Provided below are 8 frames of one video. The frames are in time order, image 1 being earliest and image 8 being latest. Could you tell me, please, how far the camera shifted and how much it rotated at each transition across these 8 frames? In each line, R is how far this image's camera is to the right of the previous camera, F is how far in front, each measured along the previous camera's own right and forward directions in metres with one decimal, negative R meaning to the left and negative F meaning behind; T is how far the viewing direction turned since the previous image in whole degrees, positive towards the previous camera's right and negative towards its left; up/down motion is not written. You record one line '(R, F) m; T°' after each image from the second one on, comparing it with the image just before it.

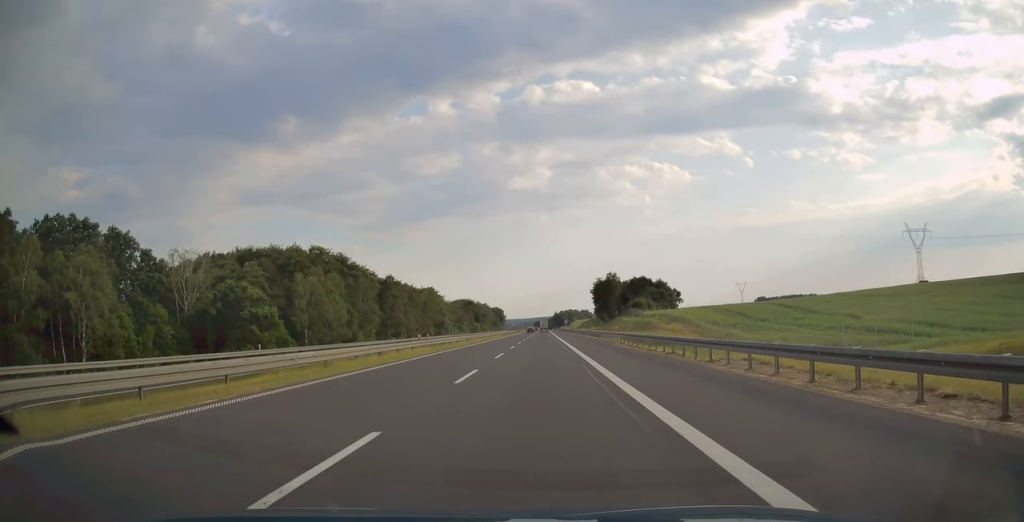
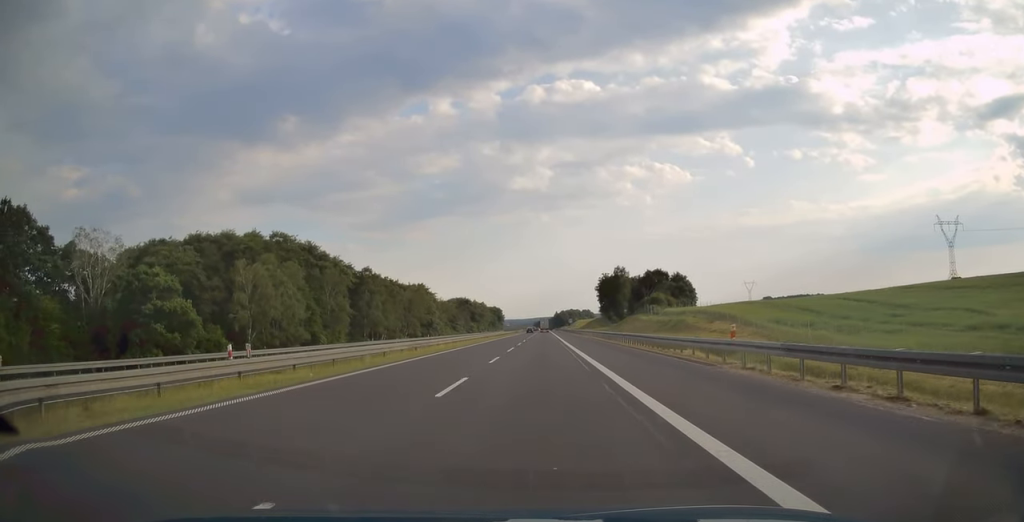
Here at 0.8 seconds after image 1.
(0.0, +27.3) m; 0°
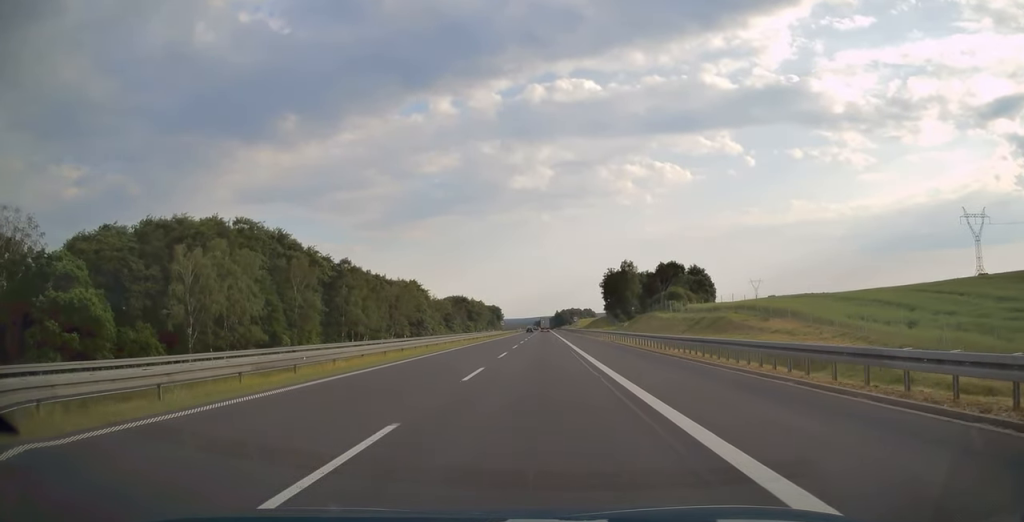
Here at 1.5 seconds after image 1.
(0.0, +20.2) m; 0°
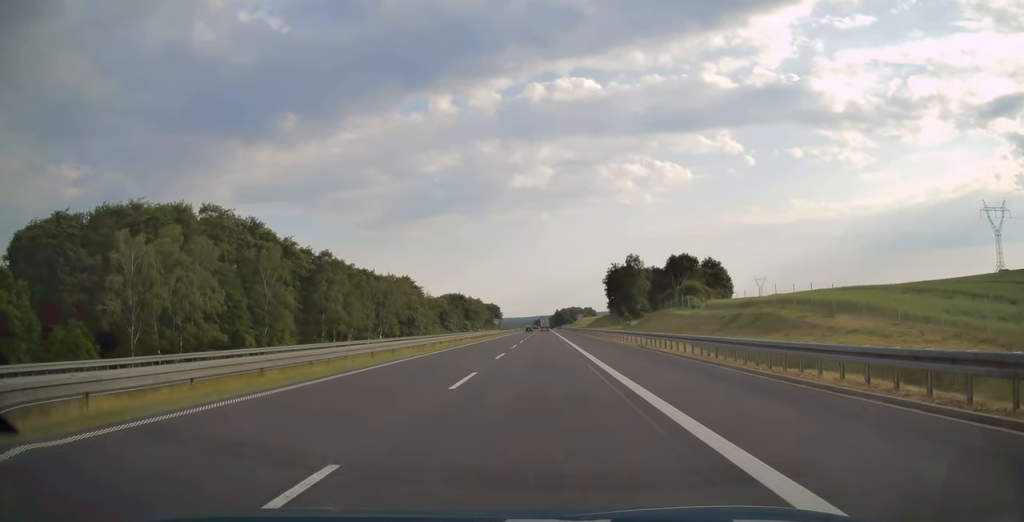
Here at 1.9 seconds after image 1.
(-0.1, +14.6) m; 0°
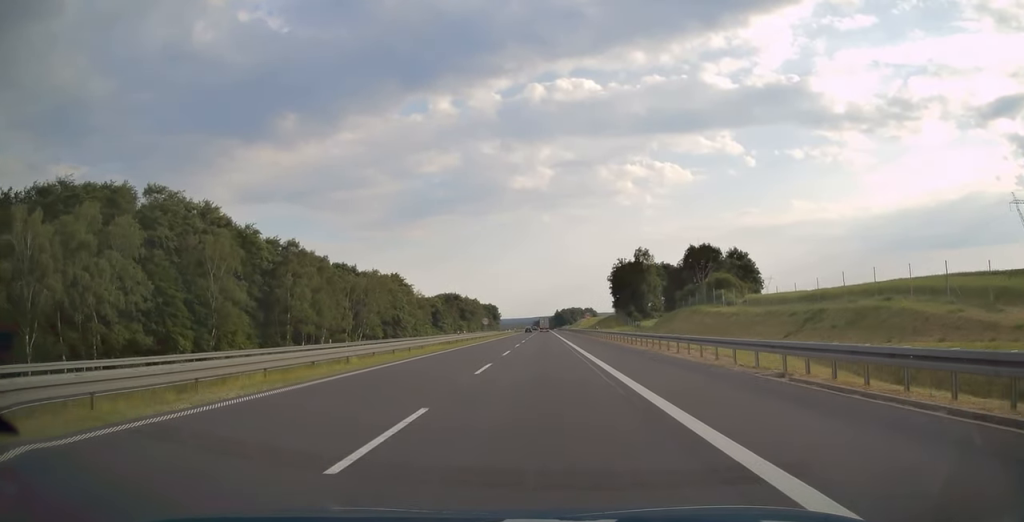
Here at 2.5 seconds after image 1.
(-0.1, +20.0) m; 0°
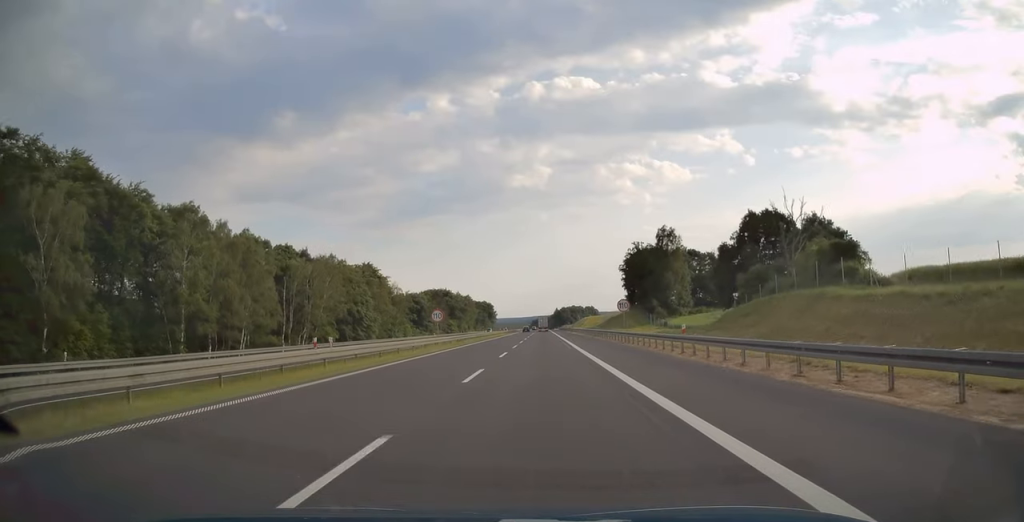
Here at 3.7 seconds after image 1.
(+0.2, +39.0) m; 0°
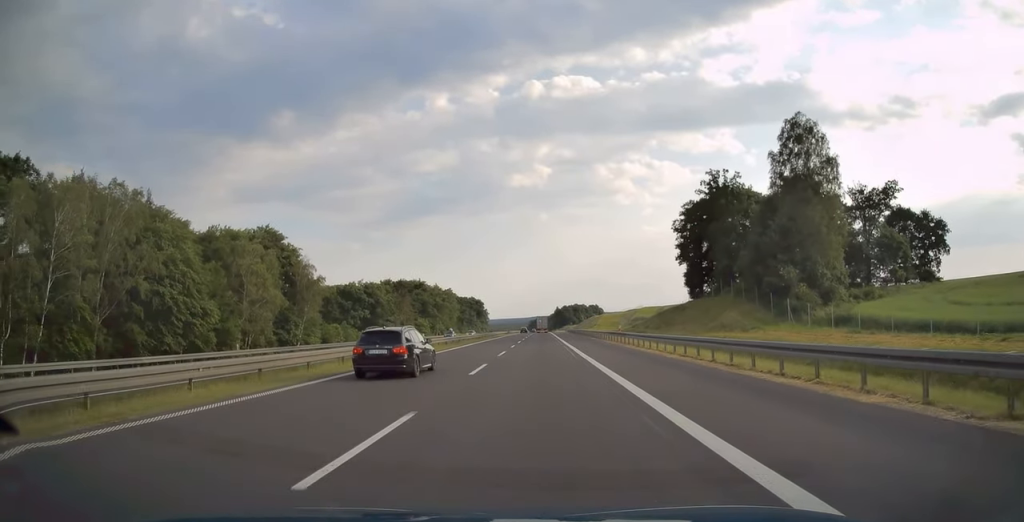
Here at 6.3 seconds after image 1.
(0.0, +81.8) m; 0°
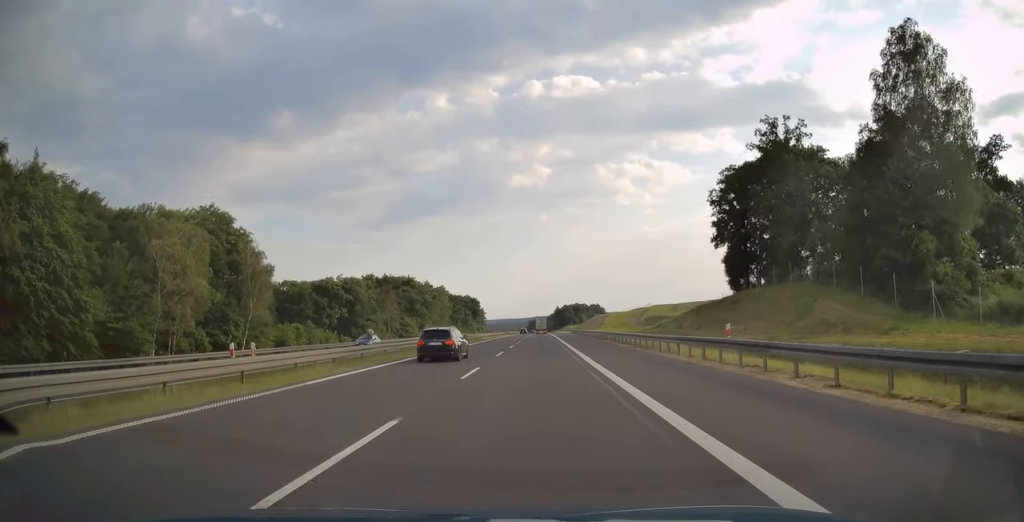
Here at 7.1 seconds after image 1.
(0.0, +25.1) m; 0°
